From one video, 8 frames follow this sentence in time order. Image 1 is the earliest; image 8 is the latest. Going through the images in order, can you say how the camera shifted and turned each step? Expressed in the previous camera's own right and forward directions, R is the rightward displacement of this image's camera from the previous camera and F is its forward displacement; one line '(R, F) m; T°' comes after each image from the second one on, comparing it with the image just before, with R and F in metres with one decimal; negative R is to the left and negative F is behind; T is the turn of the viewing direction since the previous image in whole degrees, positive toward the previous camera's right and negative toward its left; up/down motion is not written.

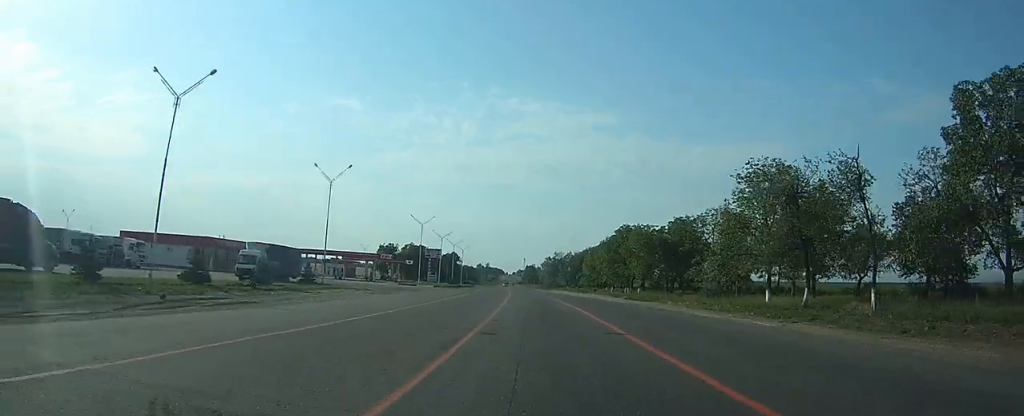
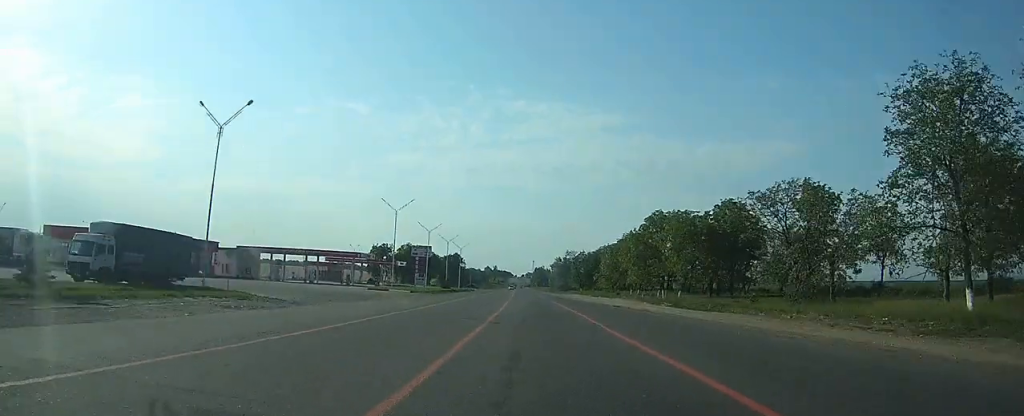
(-0.2, +21.9) m; -2°
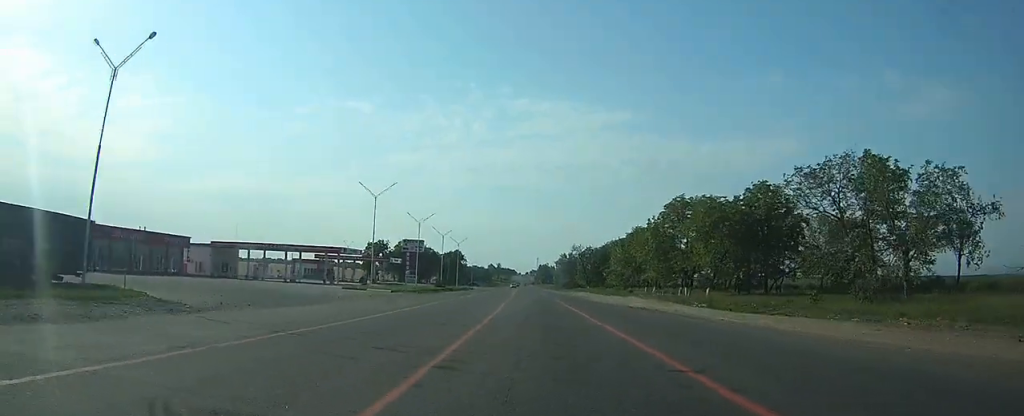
(-0.2, +10.5) m; -1°
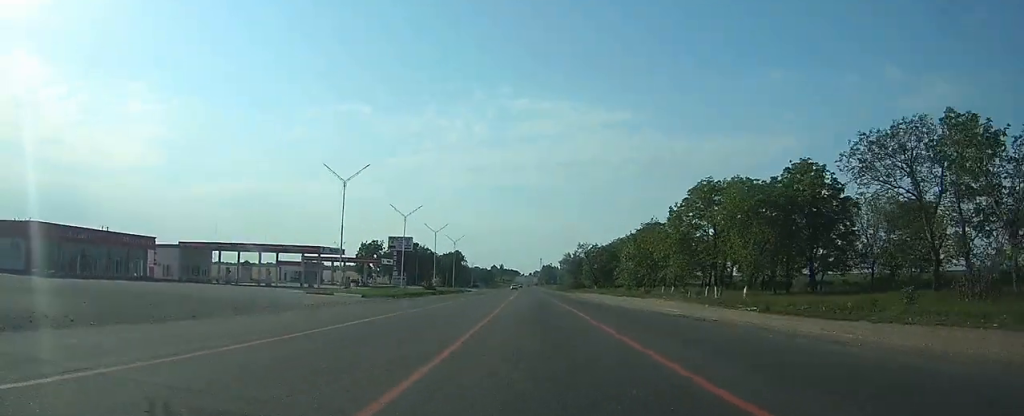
(-0.1, +10.5) m; -1°
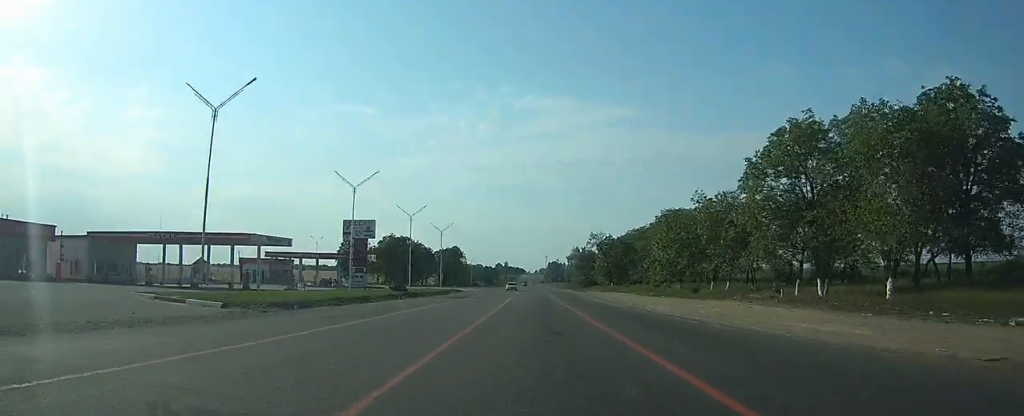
(-0.1, +21.7) m; -1°
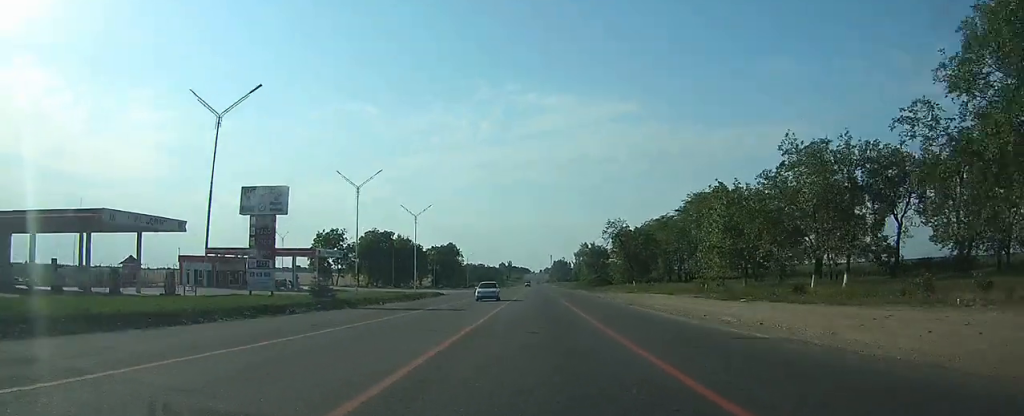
(-0.4, +23.1) m; -1°
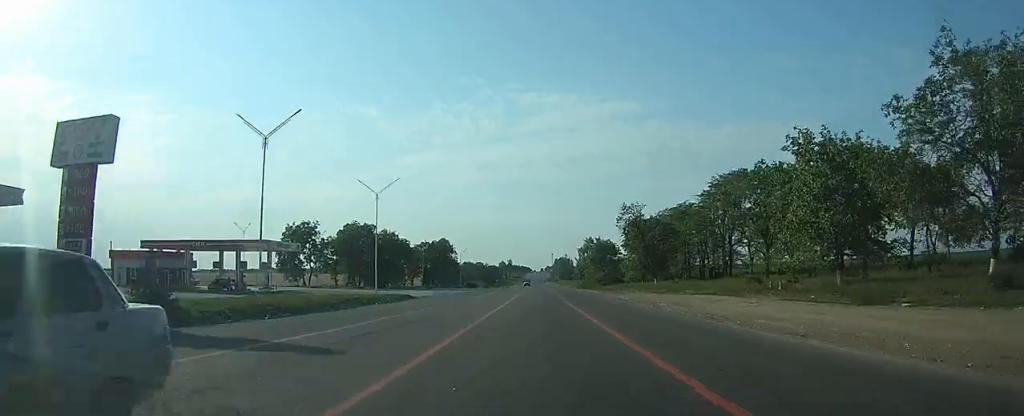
(-0.1, +17.9) m; -1°
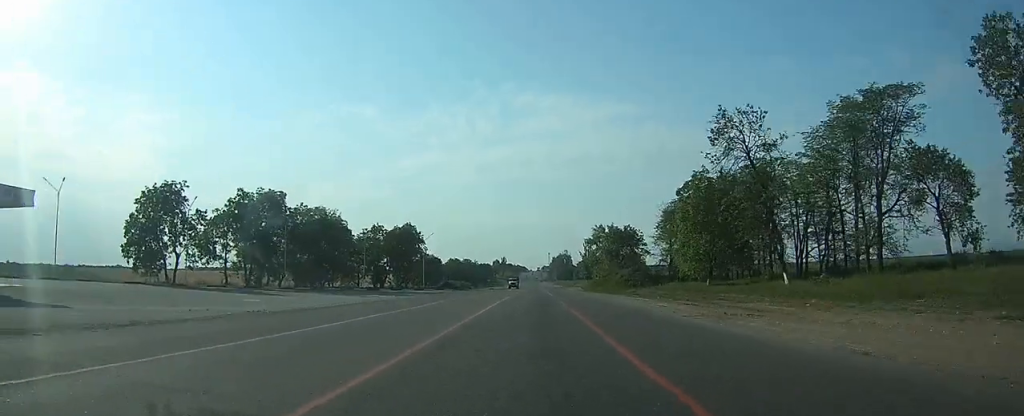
(-0.2, +47.0) m; 0°
